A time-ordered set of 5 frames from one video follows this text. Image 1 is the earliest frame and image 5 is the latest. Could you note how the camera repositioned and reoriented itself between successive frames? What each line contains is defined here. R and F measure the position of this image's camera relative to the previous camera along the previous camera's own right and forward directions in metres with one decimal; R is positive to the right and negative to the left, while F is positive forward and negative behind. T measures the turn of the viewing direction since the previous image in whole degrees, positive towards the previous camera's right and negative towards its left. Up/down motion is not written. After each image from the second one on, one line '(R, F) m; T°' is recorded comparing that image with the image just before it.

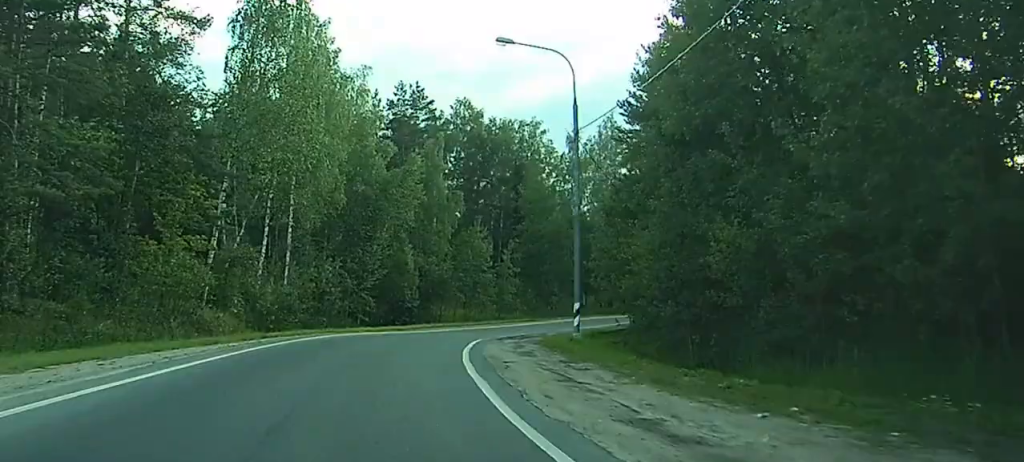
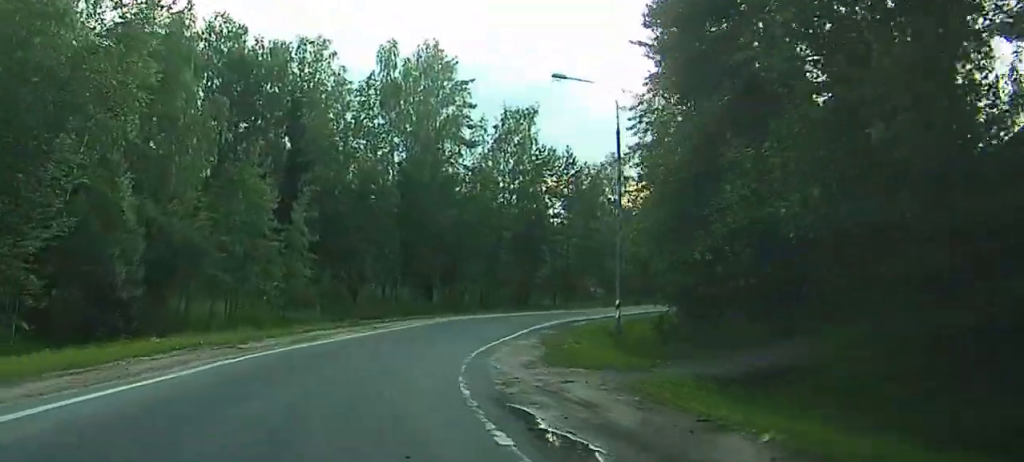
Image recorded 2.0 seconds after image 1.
(+2.0, +34.8) m; +12°
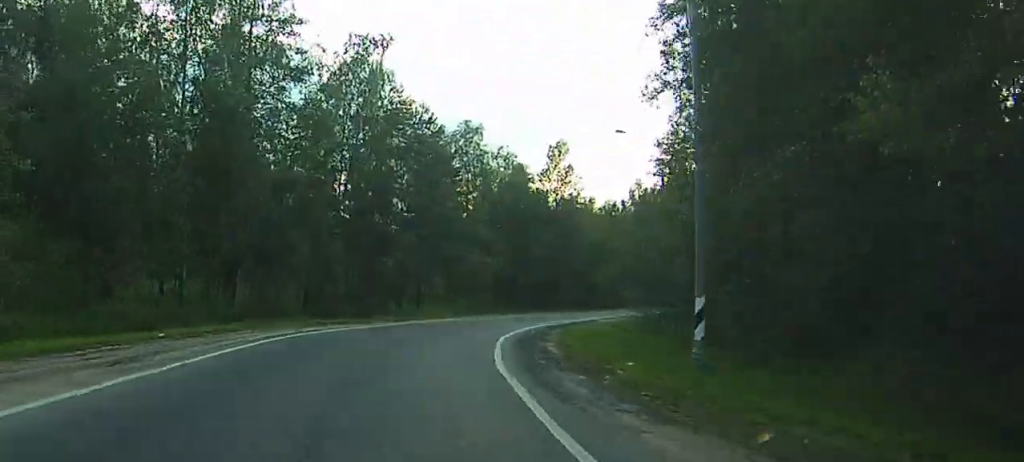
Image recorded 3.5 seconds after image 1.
(+3.7, +22.5) m; +13°
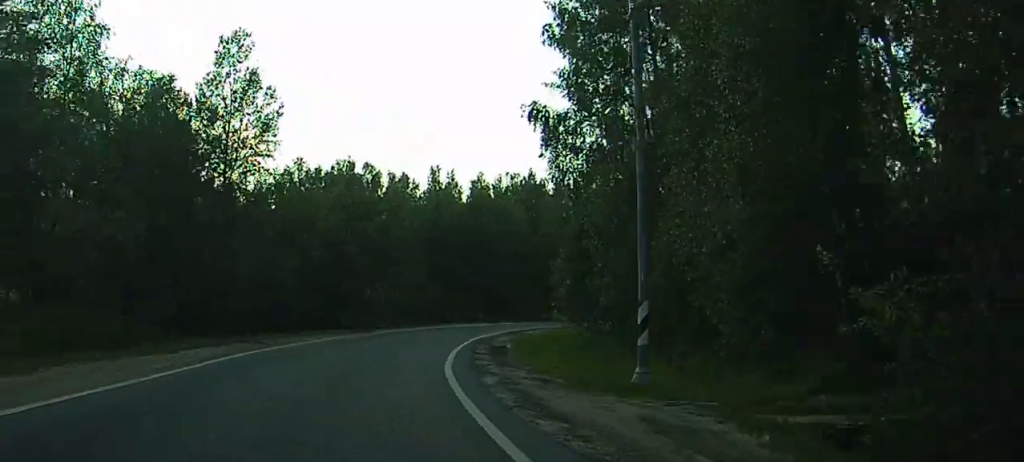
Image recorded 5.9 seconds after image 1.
(+1.9, +33.5) m; +20°
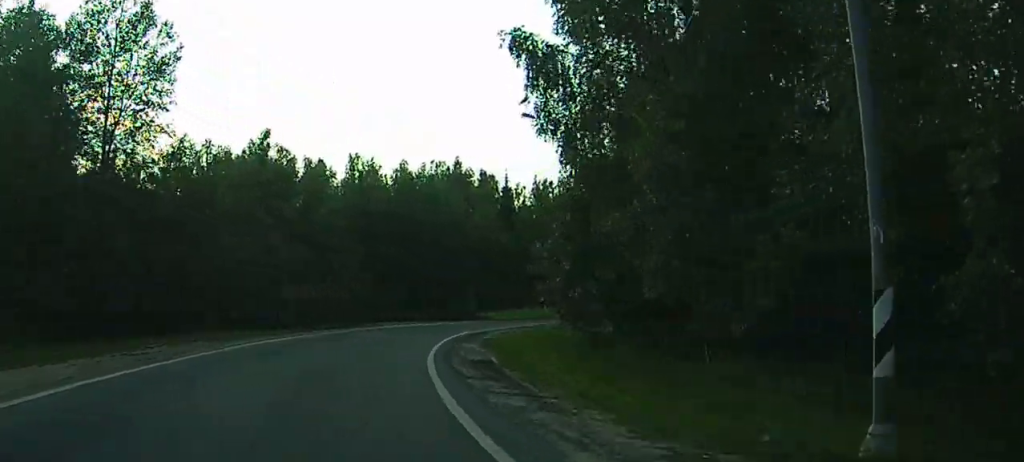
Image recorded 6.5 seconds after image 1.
(+2.0, +8.8) m; +11°
